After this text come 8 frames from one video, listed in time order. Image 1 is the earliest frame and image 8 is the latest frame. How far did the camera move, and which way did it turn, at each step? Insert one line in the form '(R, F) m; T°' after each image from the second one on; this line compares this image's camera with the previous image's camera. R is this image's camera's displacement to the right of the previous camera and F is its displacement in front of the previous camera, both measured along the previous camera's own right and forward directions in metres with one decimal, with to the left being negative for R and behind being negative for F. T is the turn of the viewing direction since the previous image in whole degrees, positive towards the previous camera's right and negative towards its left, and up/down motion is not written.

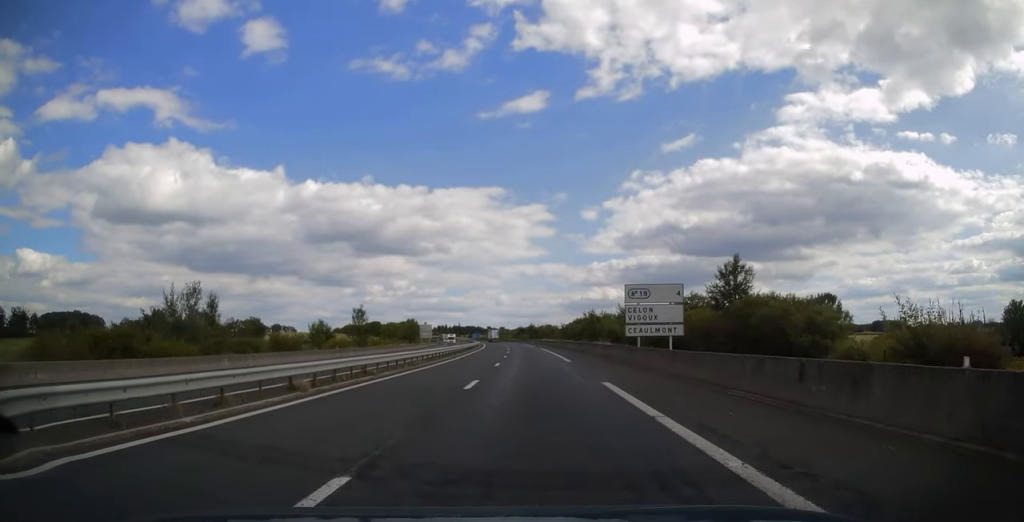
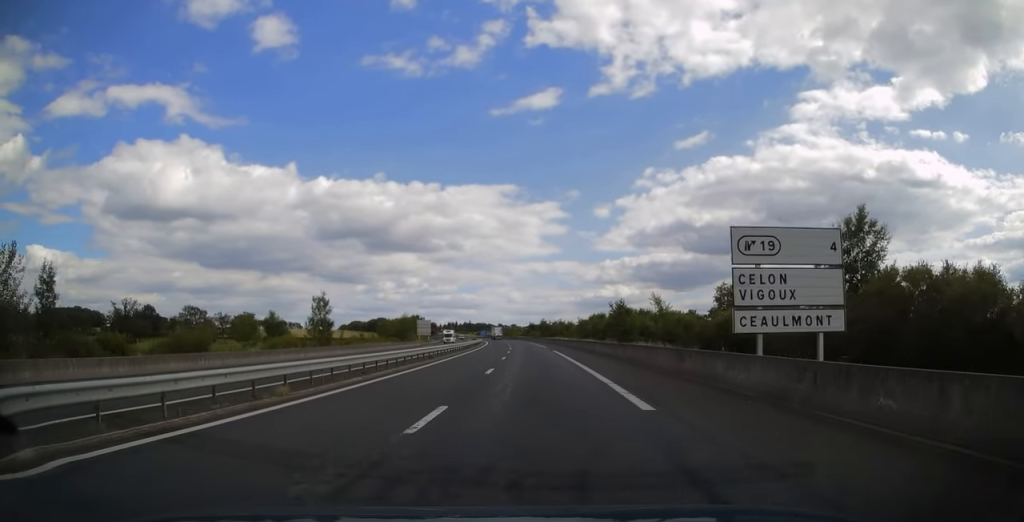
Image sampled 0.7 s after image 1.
(-0.2, +20.6) m; -1°
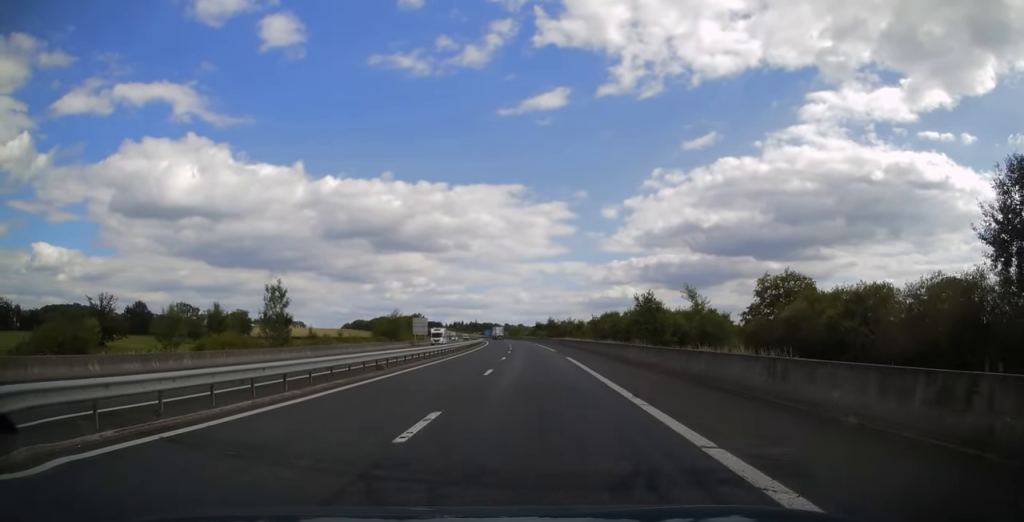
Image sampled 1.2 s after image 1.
(-0.1, +14.2) m; -1°
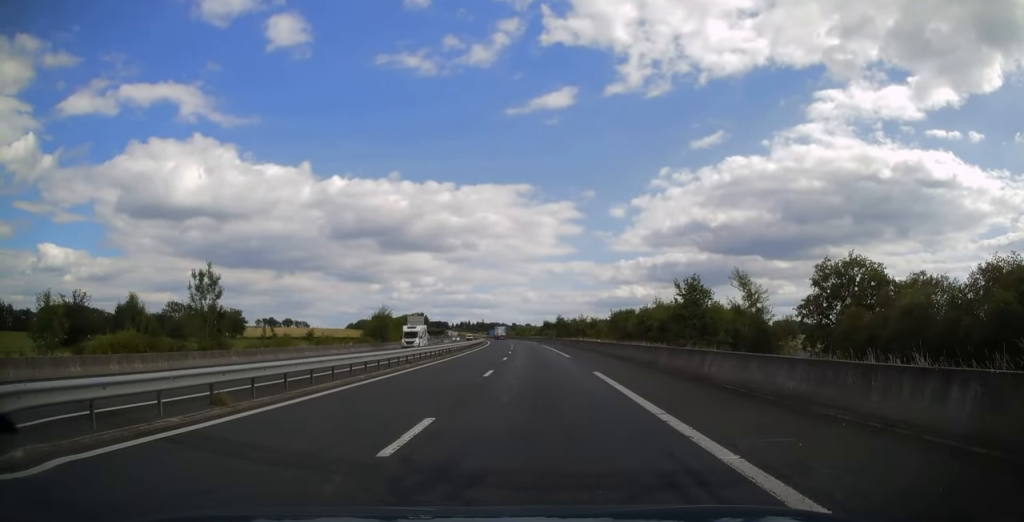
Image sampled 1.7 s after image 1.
(0.0, +14.3) m; -1°
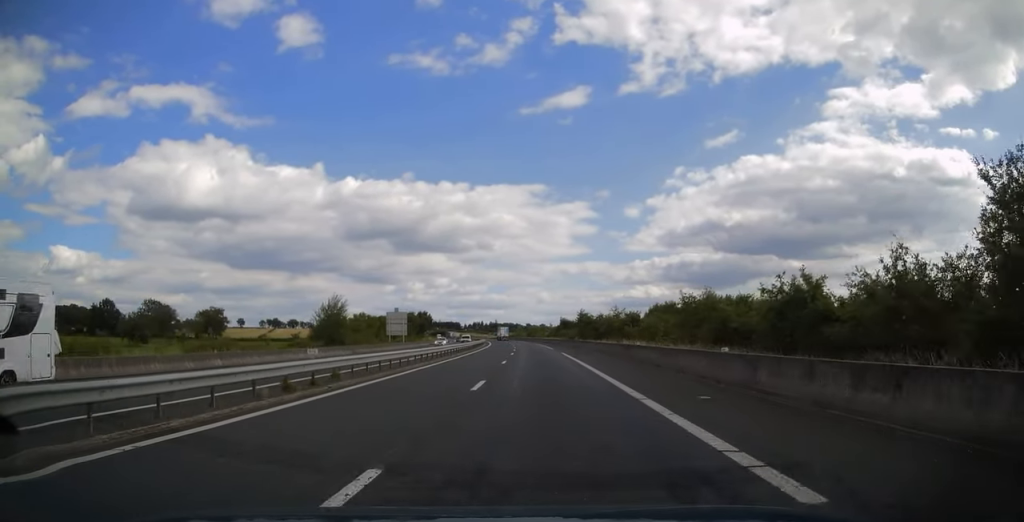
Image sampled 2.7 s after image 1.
(-0.4, +30.4) m; -2°
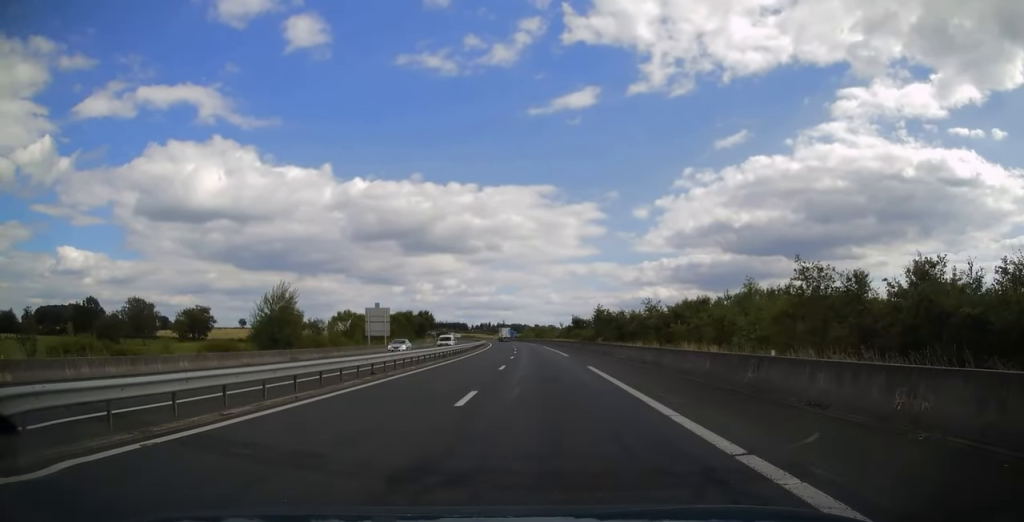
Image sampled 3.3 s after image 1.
(-0.2, +17.6) m; -1°
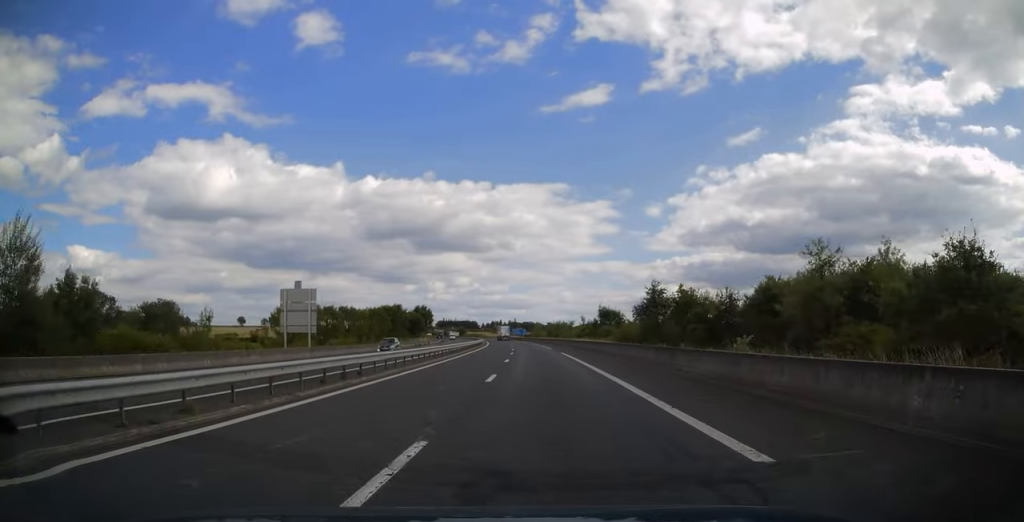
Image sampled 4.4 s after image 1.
(-0.5, +33.8) m; -1°
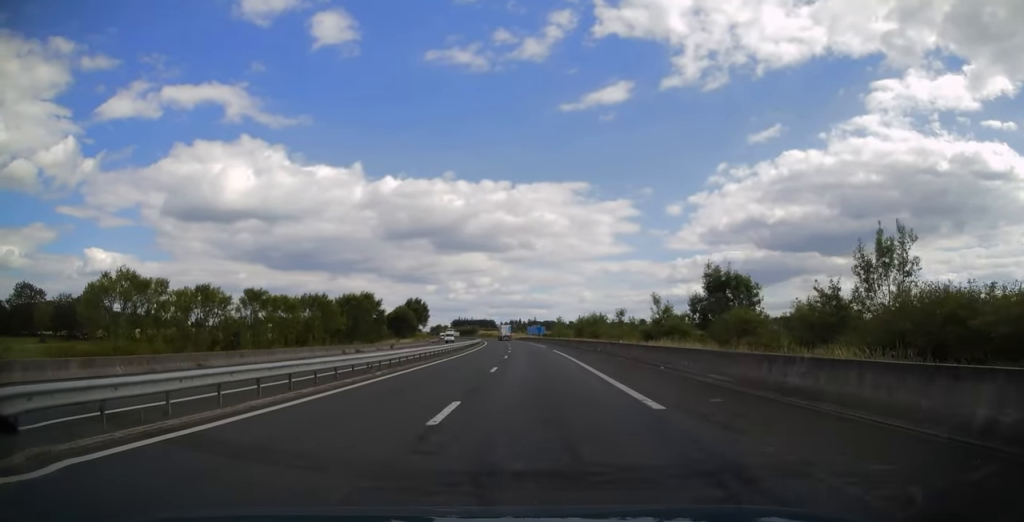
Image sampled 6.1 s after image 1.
(-0.7, +48.5) m; -2°
